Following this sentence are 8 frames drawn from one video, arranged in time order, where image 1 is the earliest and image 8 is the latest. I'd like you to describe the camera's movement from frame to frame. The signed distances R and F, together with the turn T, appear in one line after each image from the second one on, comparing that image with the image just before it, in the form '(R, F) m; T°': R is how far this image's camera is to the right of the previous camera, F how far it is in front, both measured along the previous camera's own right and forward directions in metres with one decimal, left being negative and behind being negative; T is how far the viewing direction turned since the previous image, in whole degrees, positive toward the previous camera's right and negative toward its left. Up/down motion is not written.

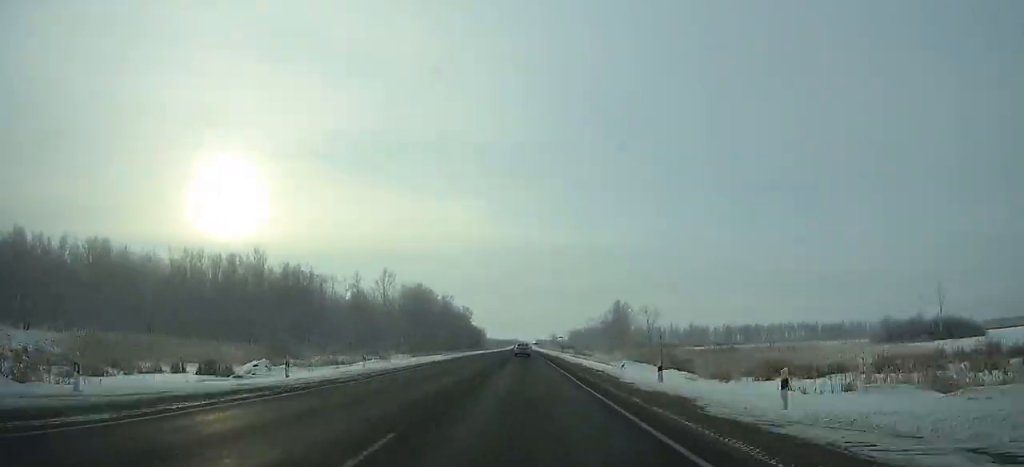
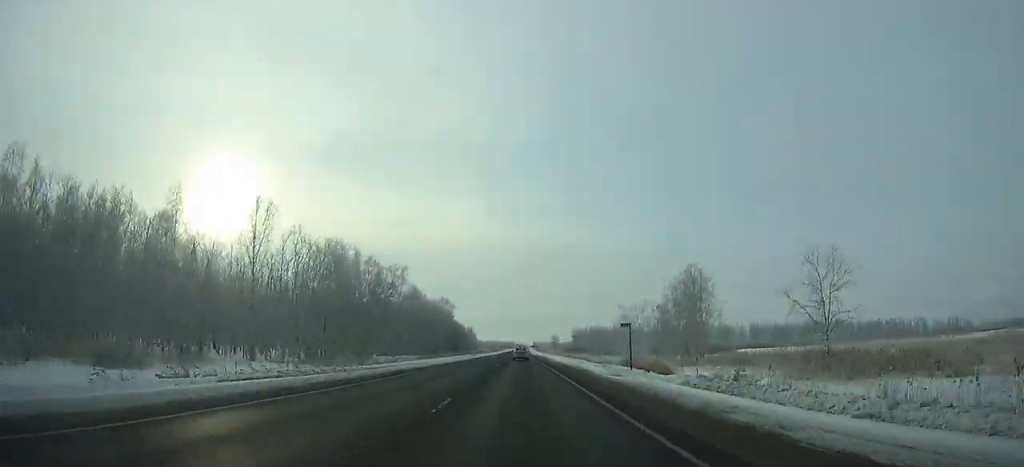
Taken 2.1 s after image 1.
(-0.1, +53.9) m; 0°
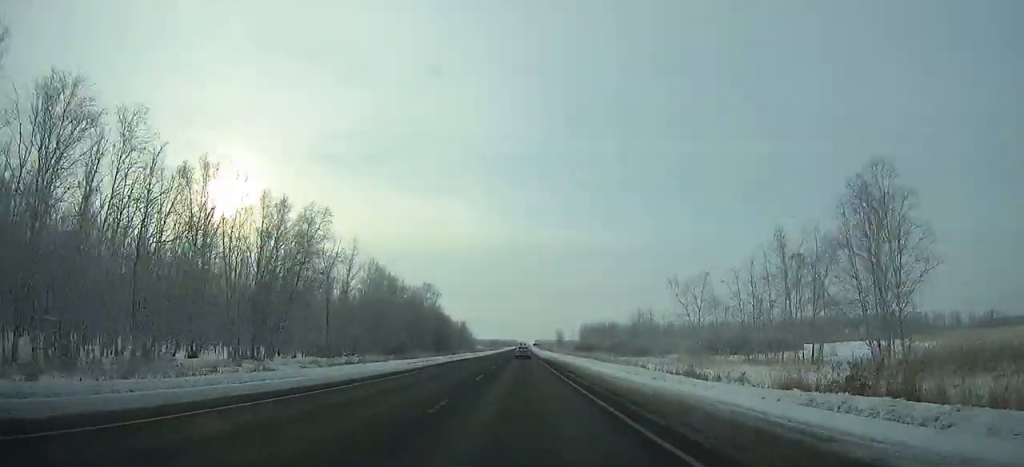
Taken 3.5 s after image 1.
(0.0, +36.0) m; 0°
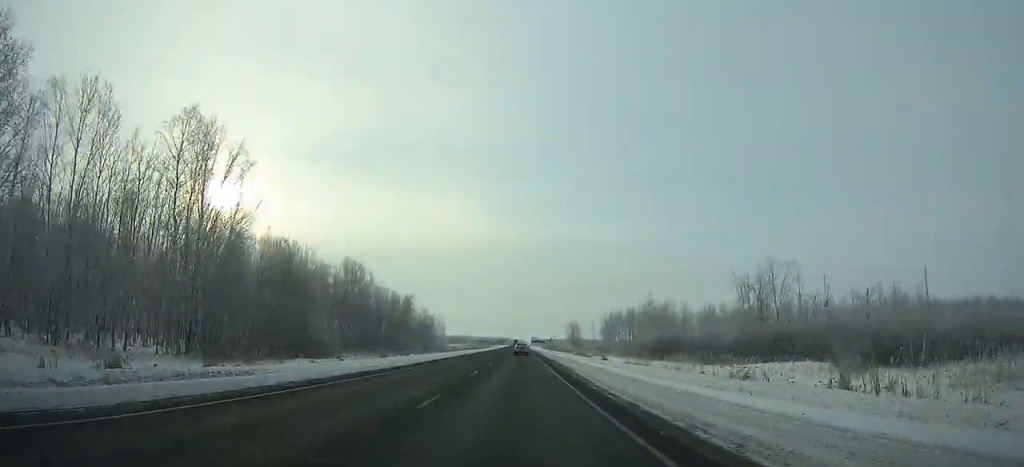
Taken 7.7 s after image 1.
(+0.5, +108.8) m; 0°
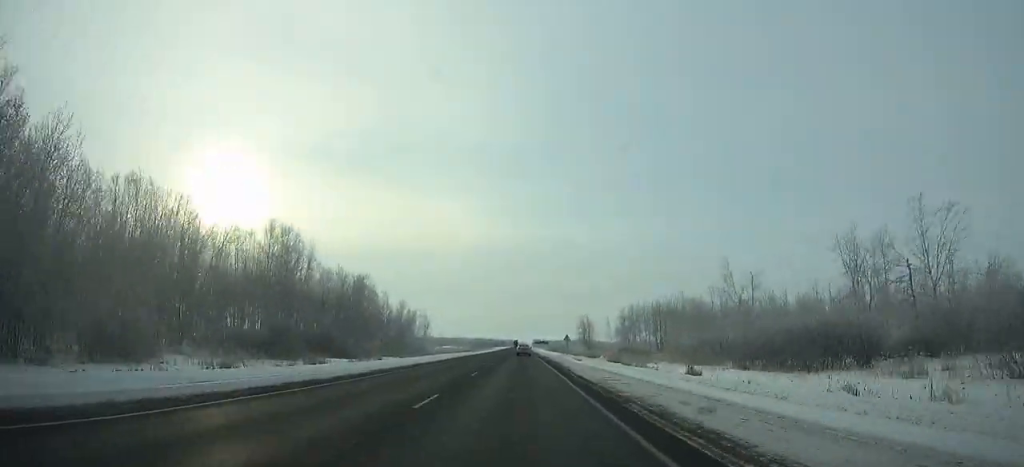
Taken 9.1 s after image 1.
(+0.1, +36.5) m; 0°
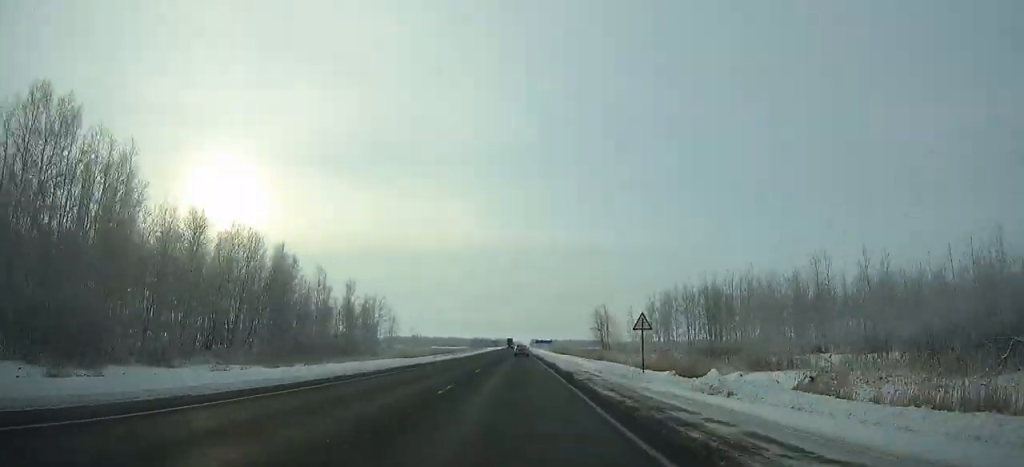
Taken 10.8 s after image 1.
(+0.1, +44.9) m; 0°
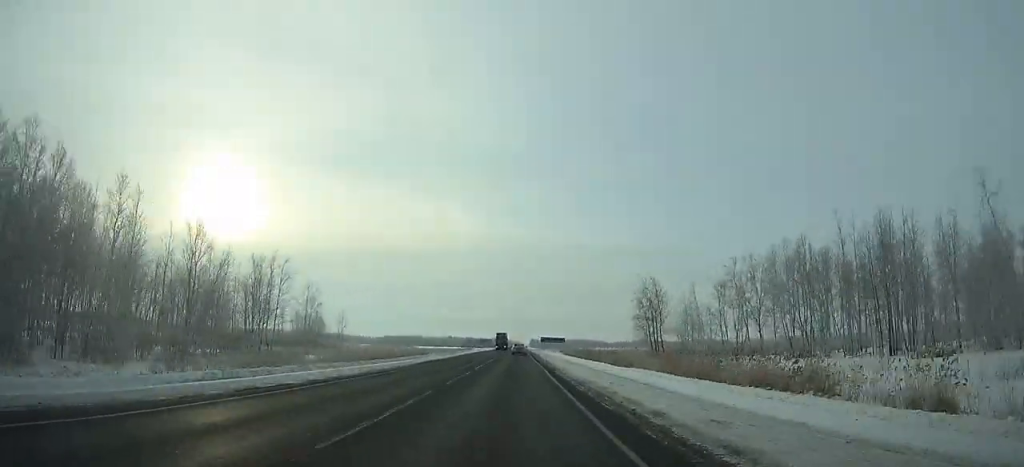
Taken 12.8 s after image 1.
(0.0, +53.2) m; 0°
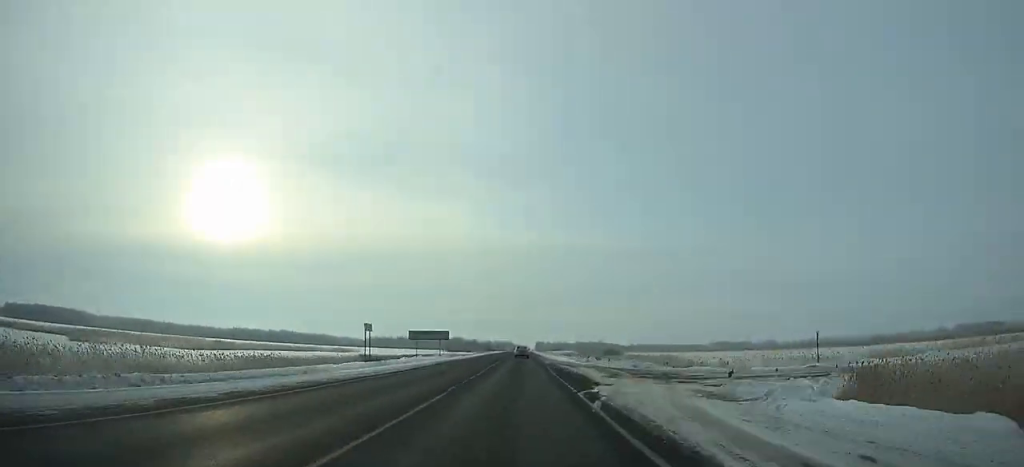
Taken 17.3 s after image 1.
(-0.6, +121.4) m; 0°
